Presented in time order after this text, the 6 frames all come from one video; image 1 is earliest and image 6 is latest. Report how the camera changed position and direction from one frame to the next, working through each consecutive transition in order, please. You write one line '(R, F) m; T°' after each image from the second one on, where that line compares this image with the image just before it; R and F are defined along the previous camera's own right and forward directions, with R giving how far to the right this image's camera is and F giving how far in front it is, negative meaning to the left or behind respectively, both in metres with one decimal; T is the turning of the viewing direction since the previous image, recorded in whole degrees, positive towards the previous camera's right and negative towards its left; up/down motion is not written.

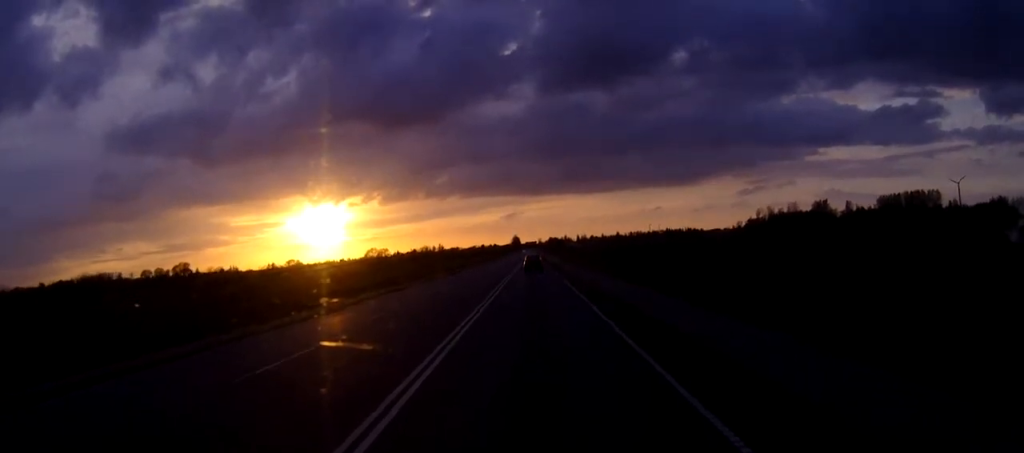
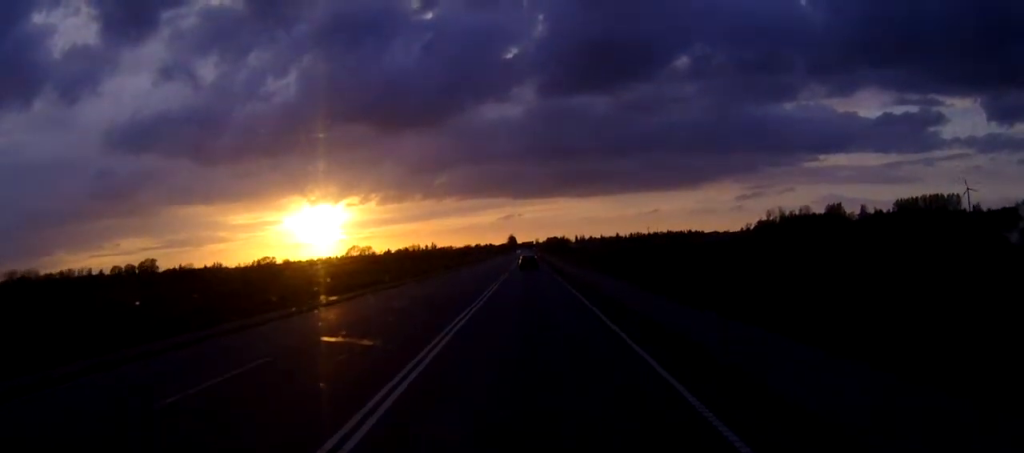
(+0.1, +33.1) m; 0°
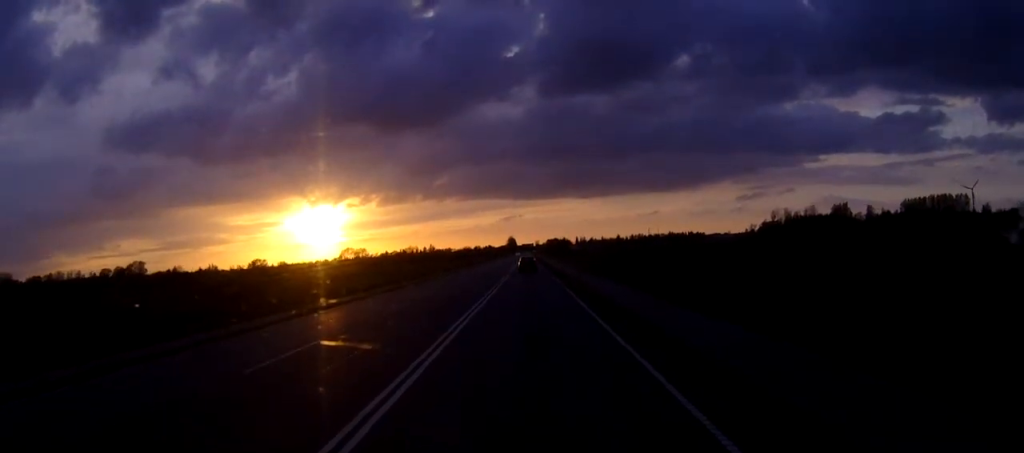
(0.0, +11.7) m; 0°
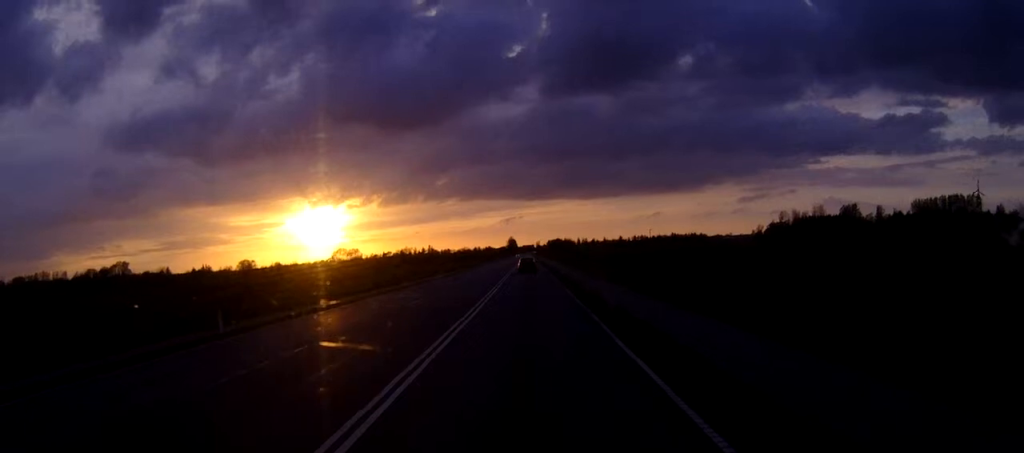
(0.0, +15.9) m; 0°
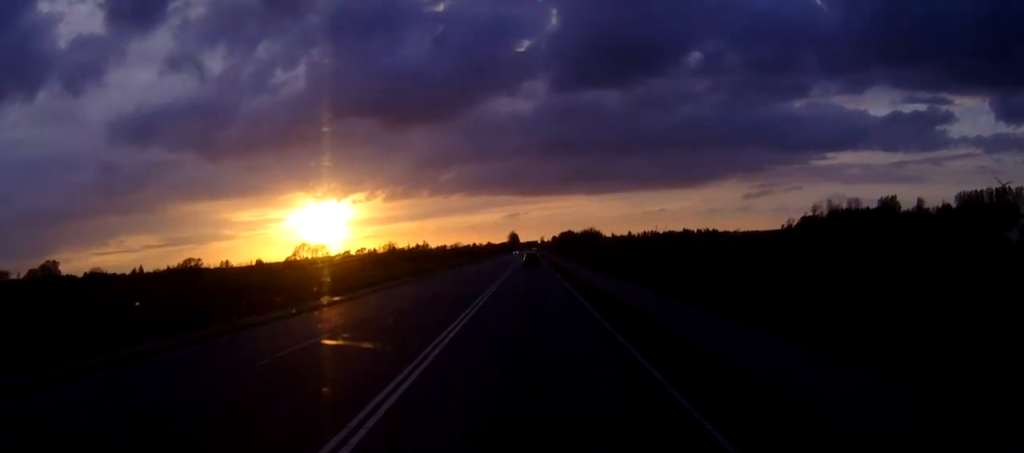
(-0.1, +58.0) m; 0°
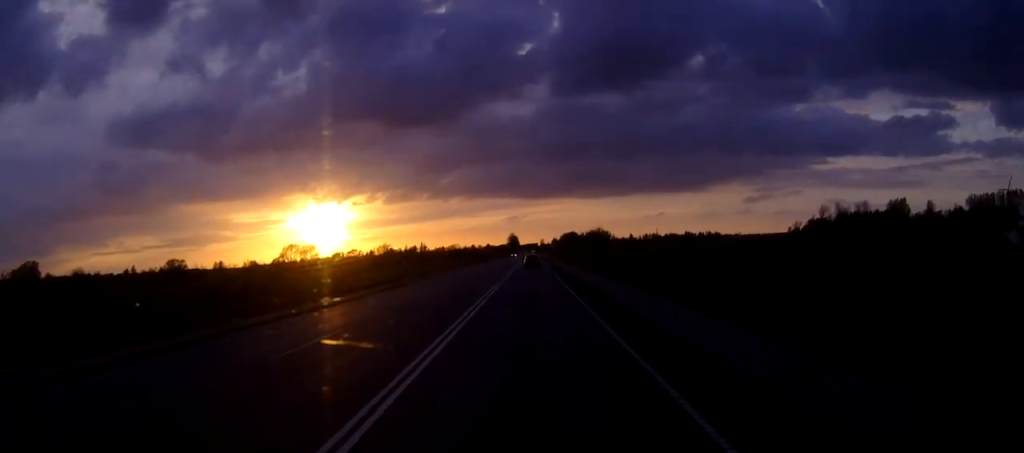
(+0.1, +13.8) m; 0°
